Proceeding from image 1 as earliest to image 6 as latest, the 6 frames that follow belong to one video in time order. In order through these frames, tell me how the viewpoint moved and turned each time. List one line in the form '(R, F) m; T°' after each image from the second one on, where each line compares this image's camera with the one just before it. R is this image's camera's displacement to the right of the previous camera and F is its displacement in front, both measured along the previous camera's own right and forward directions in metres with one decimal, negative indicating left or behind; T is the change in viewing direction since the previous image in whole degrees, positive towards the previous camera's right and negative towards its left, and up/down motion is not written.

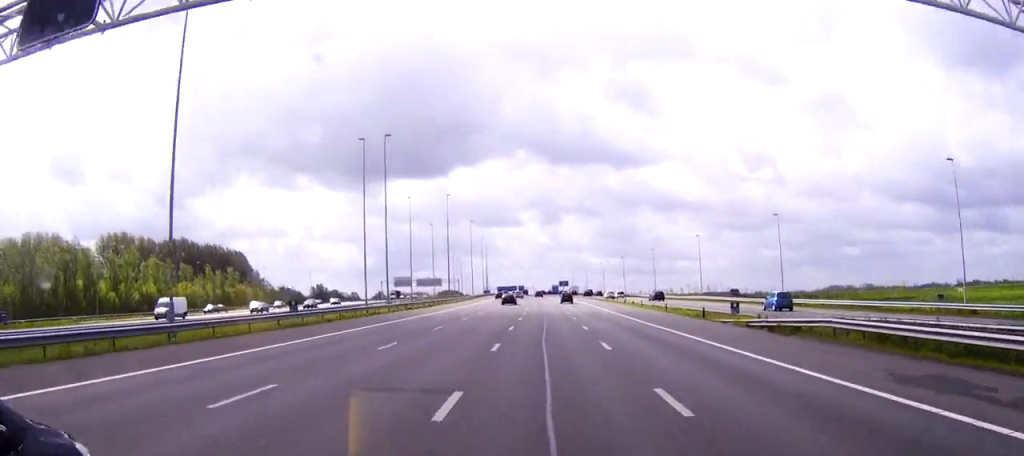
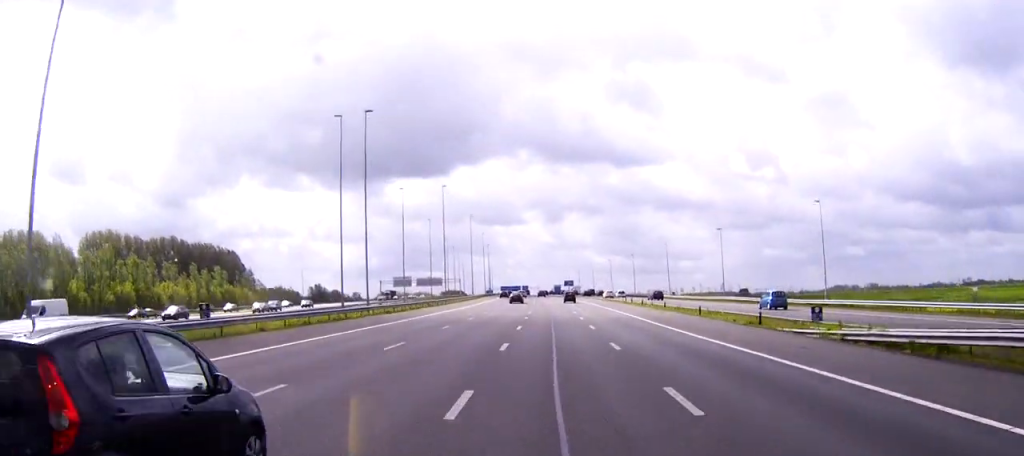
(0.0, +12.0) m; 0°
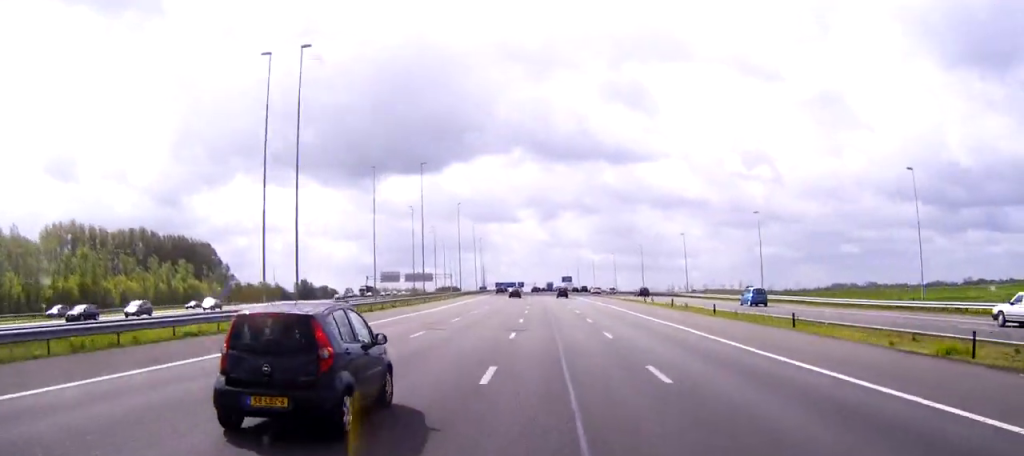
(+0.1, +20.3) m; 0°
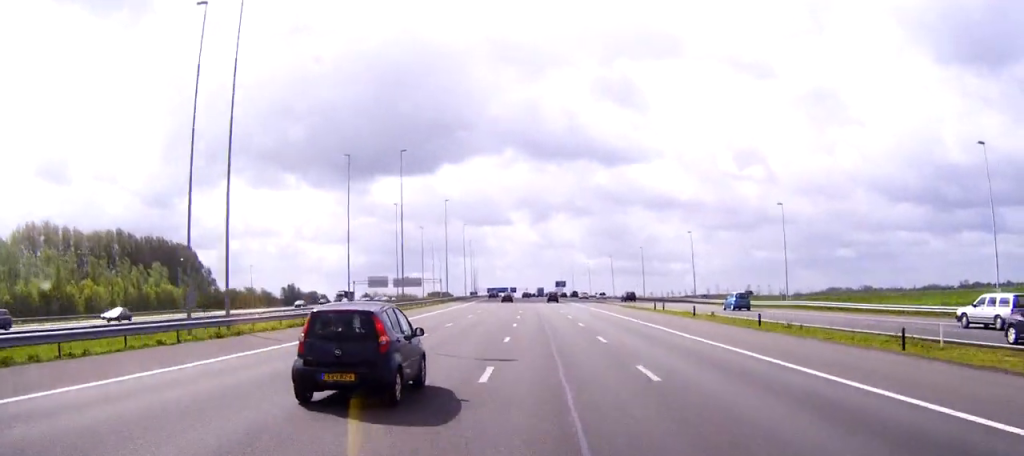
(0.0, +11.1) m; 0°
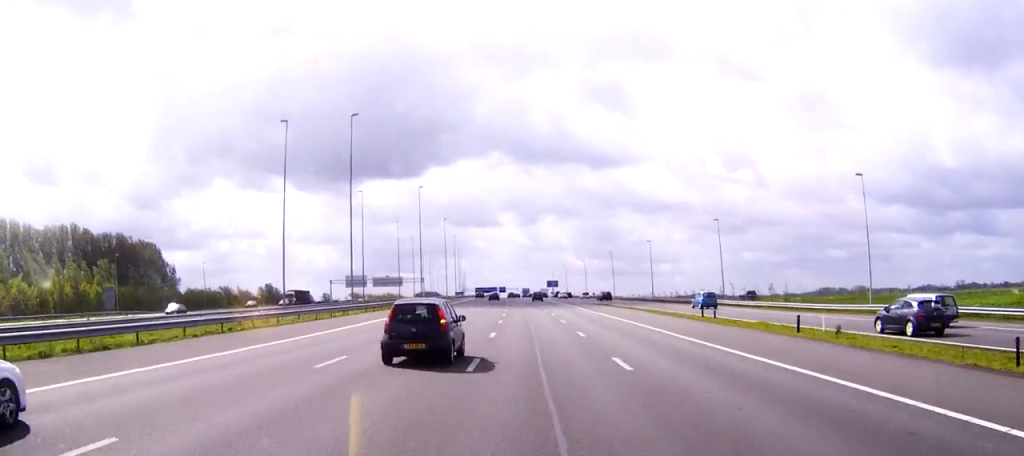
(+0.1, +22.2) m; 0°
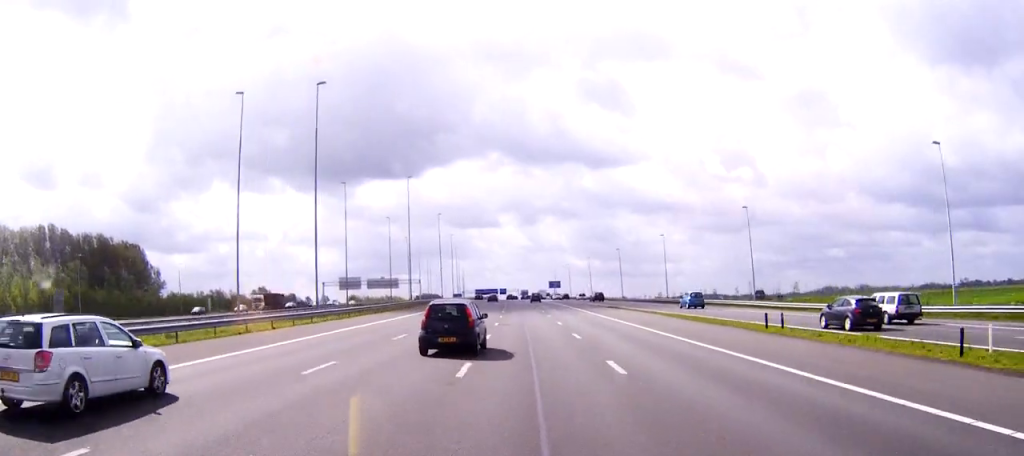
(+0.1, +12.5) m; 0°
